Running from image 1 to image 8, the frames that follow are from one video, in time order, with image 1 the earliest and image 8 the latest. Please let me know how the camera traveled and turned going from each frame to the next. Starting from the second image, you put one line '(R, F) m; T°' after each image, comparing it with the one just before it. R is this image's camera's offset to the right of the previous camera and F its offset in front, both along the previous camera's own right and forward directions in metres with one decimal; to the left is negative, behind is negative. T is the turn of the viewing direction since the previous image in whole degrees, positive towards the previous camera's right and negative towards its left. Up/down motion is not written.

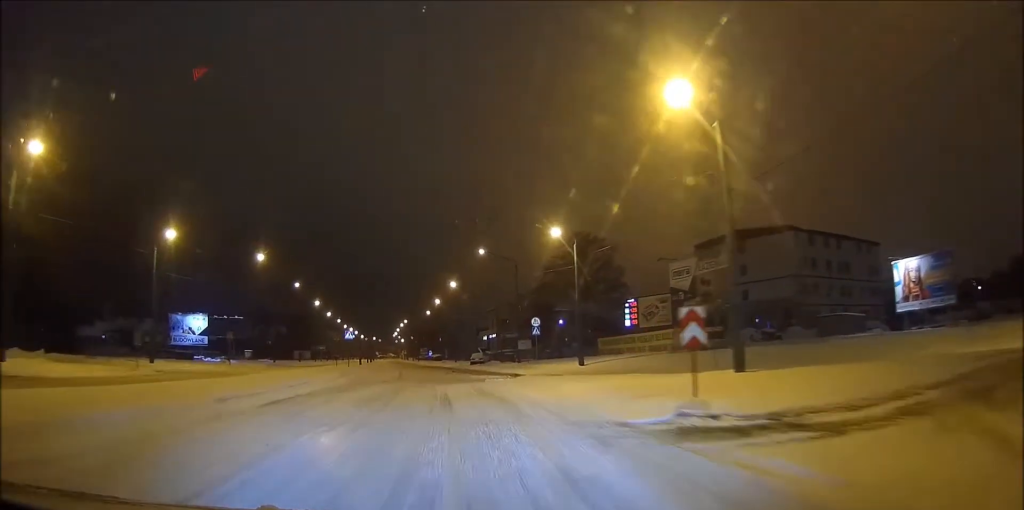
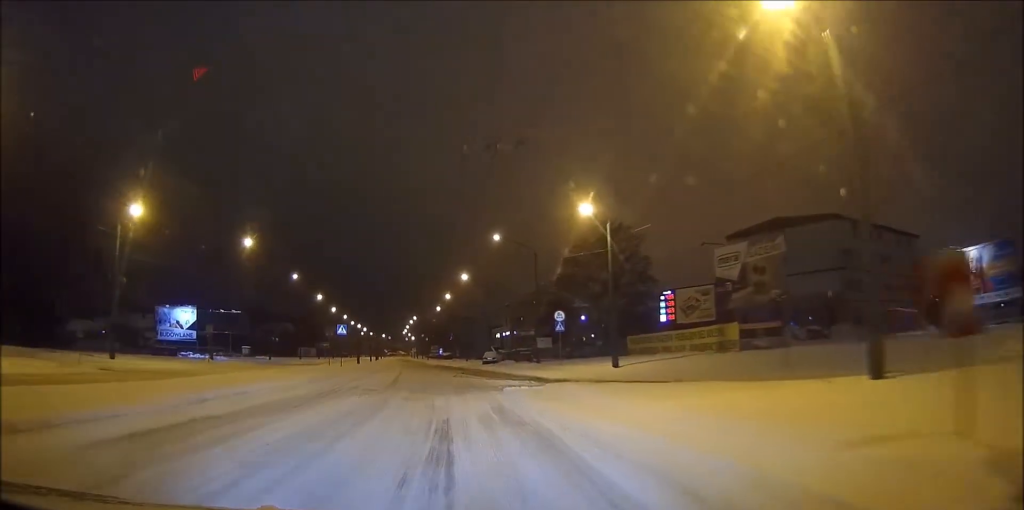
(0.0, +7.6) m; -1°
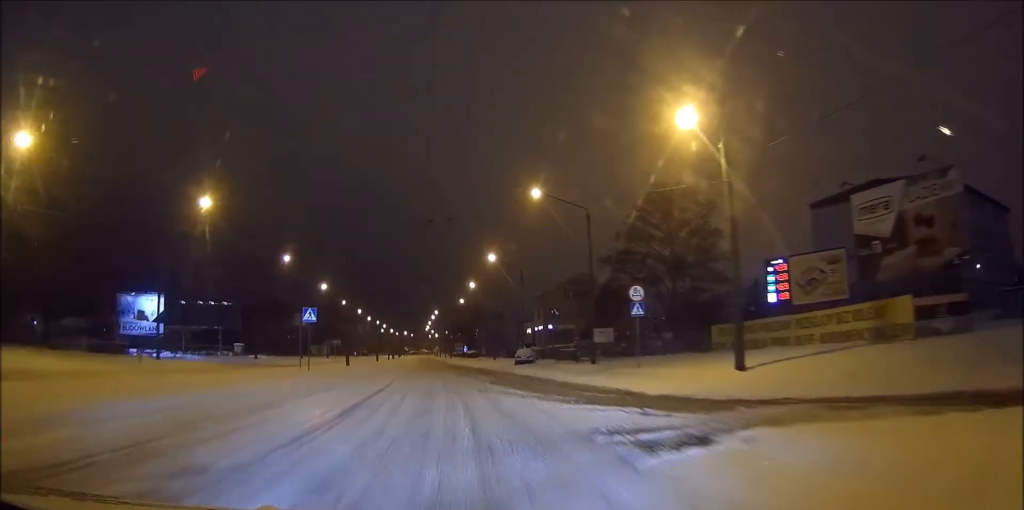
(-0.2, +15.8) m; -2°
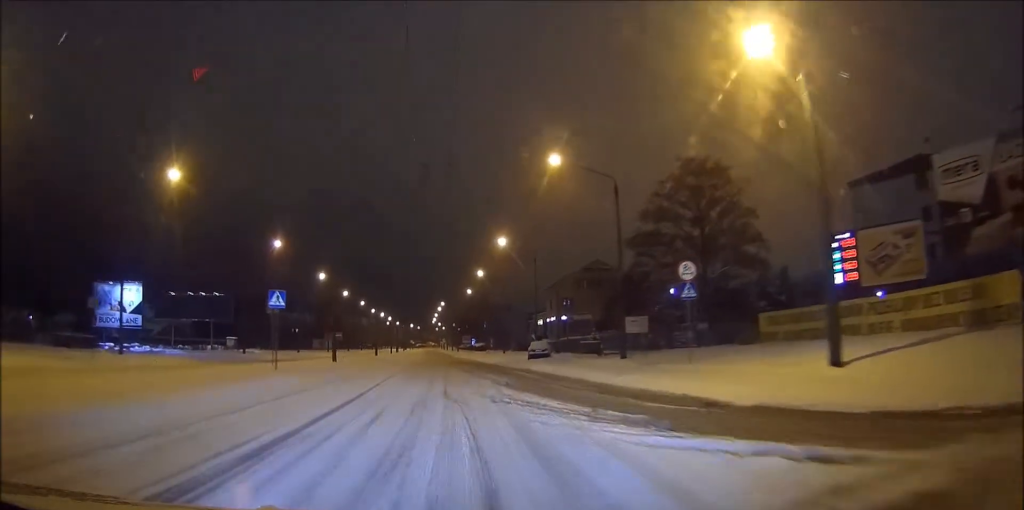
(0.0, +6.5) m; -1°
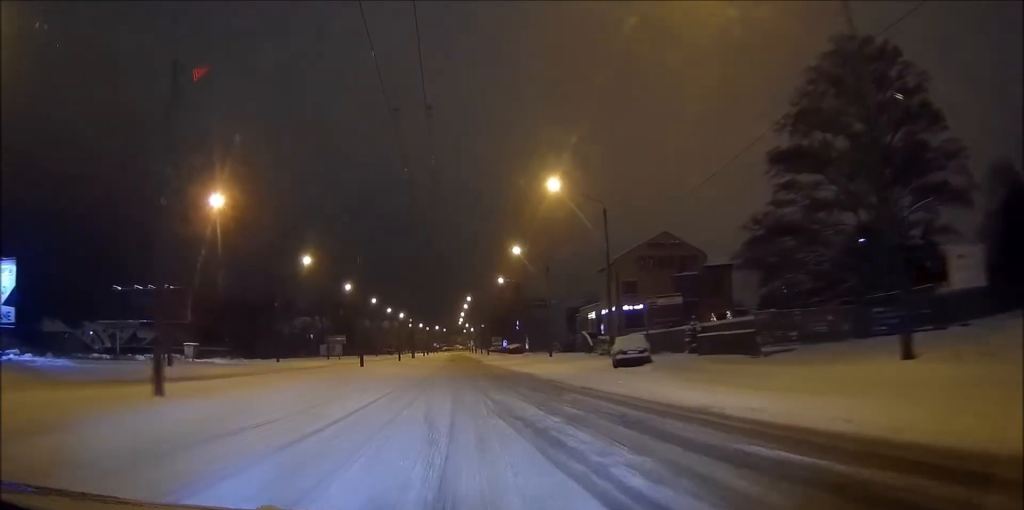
(-0.6, +23.9) m; -3°
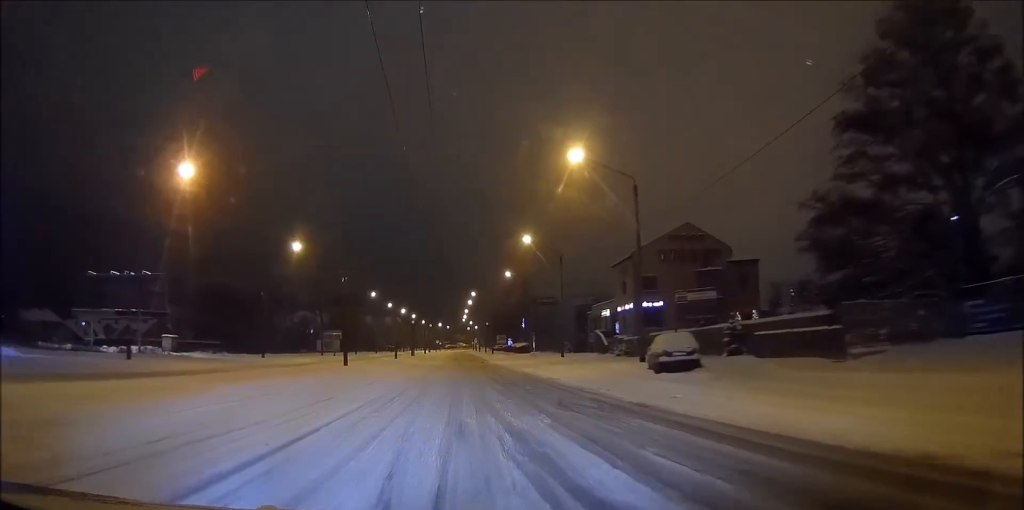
(+0.1, +6.6) m; -1°
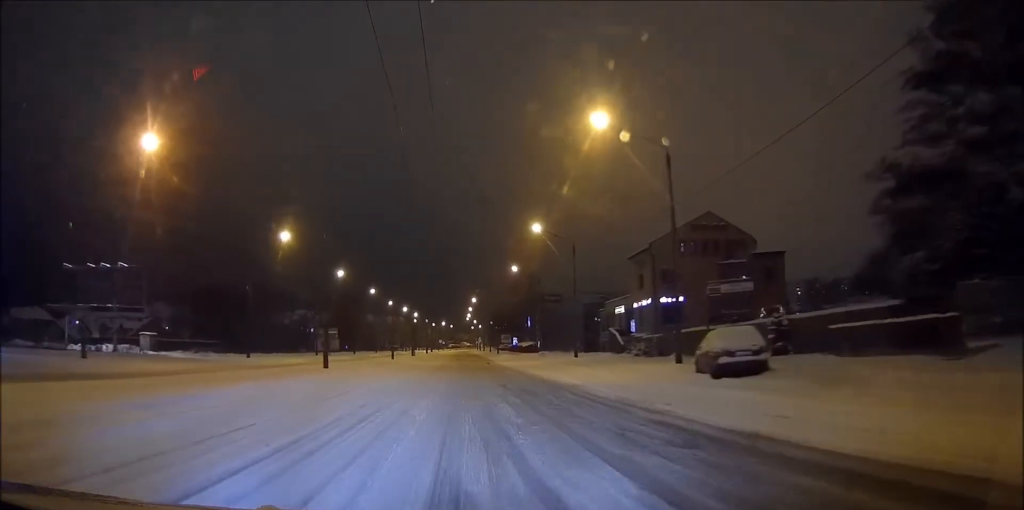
(-0.1, +5.8) m; 0°
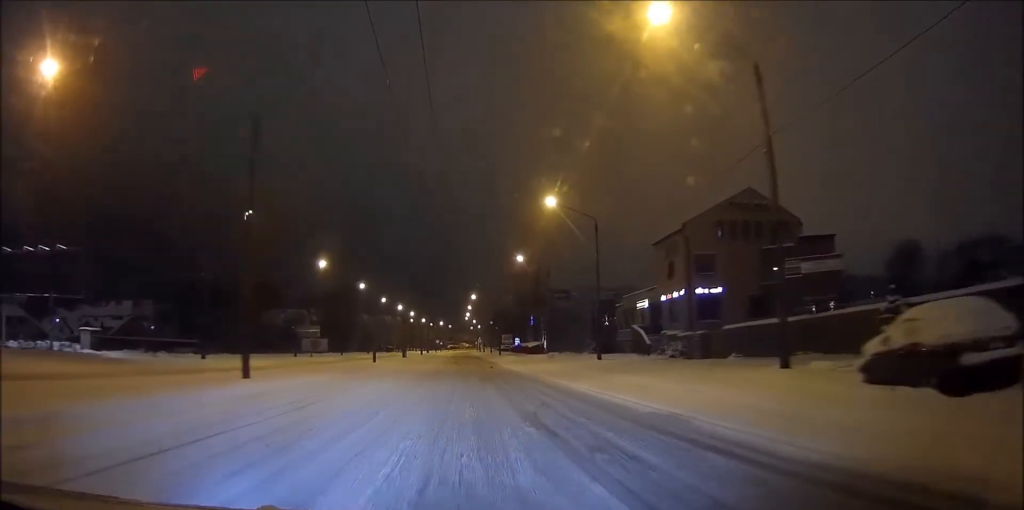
(-0.2, +10.8) m; 0°
